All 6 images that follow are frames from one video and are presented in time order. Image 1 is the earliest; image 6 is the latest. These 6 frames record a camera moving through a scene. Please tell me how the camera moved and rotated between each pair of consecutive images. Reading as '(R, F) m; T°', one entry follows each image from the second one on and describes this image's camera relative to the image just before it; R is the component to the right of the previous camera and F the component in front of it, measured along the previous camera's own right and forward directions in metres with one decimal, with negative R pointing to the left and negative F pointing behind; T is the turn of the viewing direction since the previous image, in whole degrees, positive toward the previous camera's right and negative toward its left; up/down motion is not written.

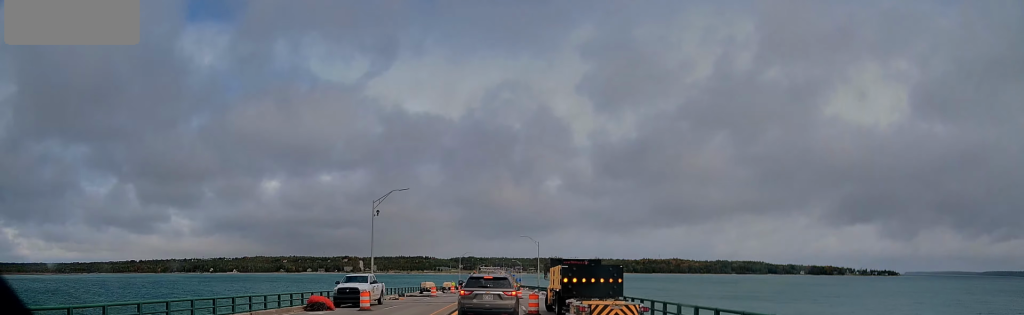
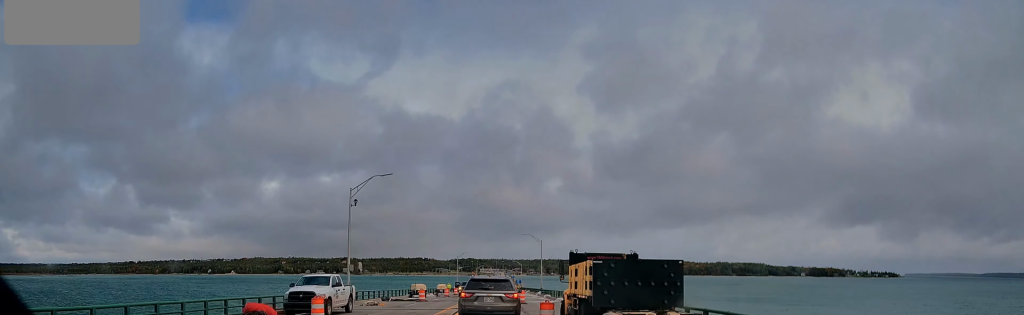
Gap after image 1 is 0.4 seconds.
(0.0, +7.4) m; 0°
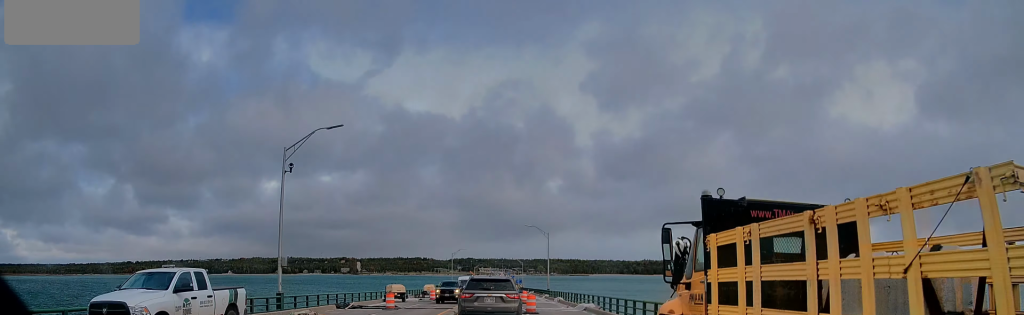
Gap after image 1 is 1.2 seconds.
(+0.1, +13.7) m; +1°
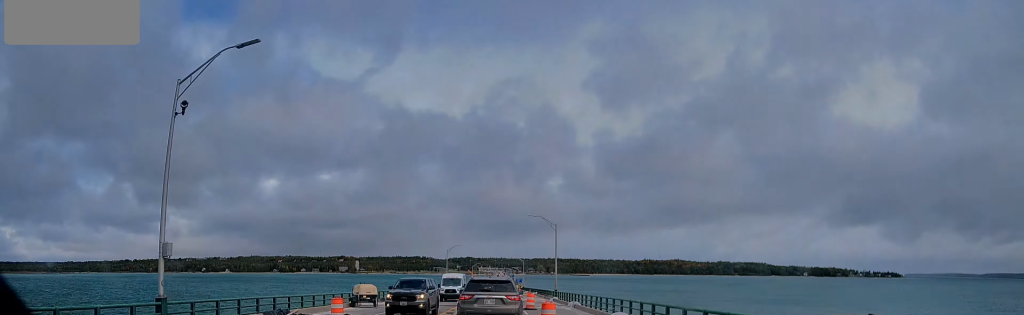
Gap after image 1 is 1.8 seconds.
(+0.2, +11.7) m; 0°
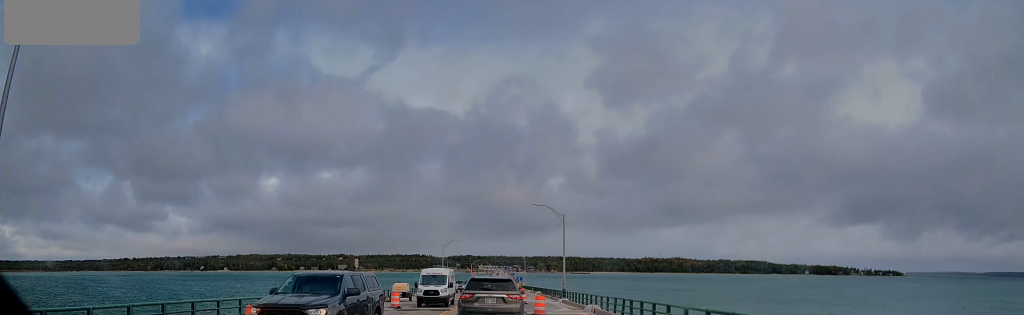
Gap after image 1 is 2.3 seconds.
(0.0, +7.1) m; 0°
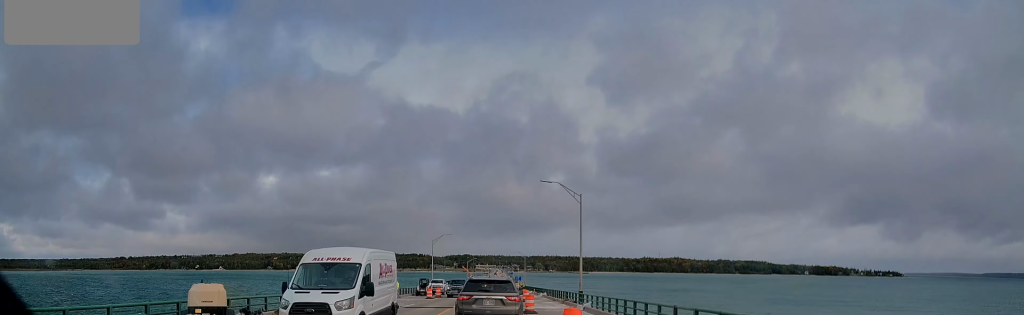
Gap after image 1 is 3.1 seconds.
(-0.1, +12.9) m; -1°
